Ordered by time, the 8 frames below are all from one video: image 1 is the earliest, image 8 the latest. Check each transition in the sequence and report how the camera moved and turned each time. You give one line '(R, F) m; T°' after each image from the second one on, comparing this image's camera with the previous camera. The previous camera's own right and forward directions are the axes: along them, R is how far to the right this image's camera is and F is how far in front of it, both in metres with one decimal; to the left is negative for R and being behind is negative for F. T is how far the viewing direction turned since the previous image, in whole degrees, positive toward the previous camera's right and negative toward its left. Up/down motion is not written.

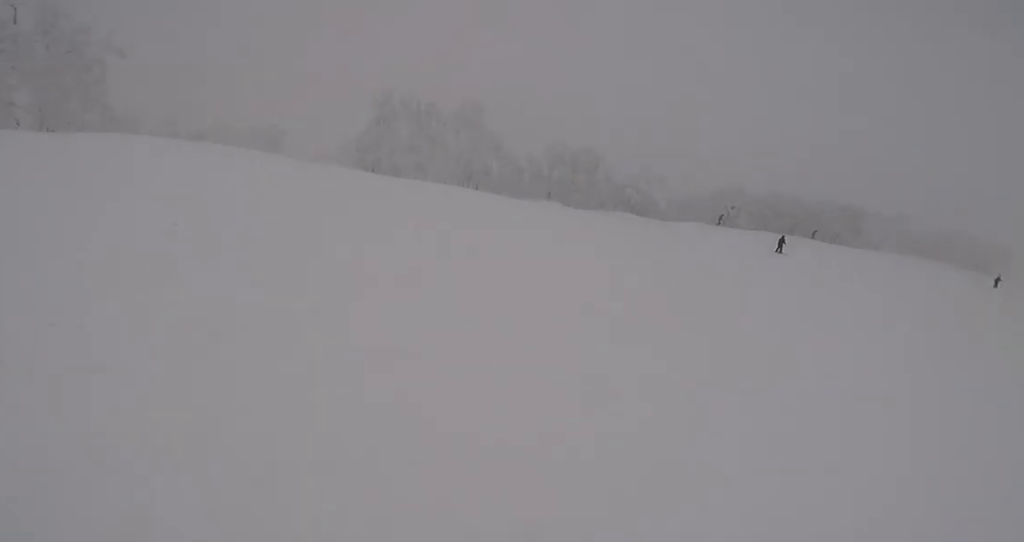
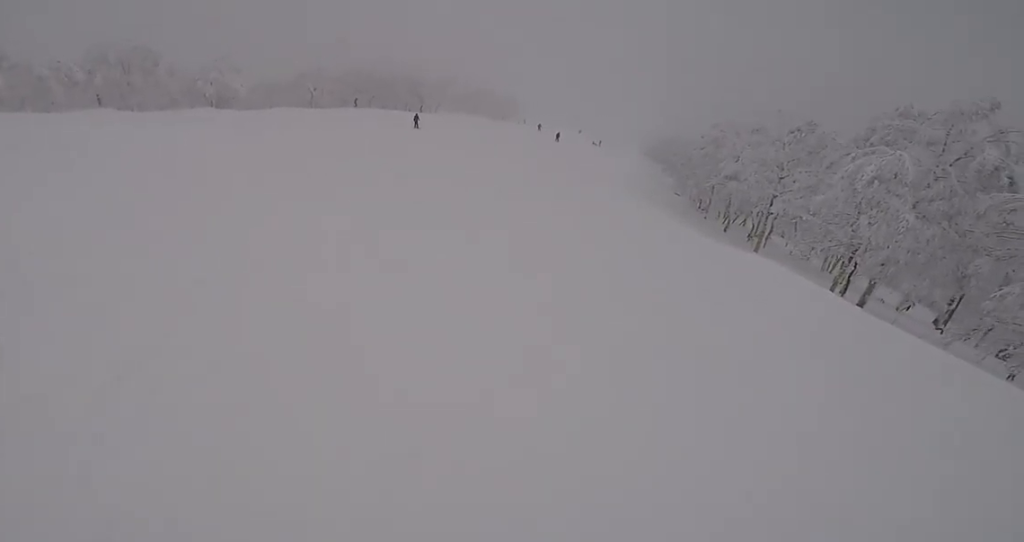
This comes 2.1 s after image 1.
(+0.9, +5.4) m; +10°
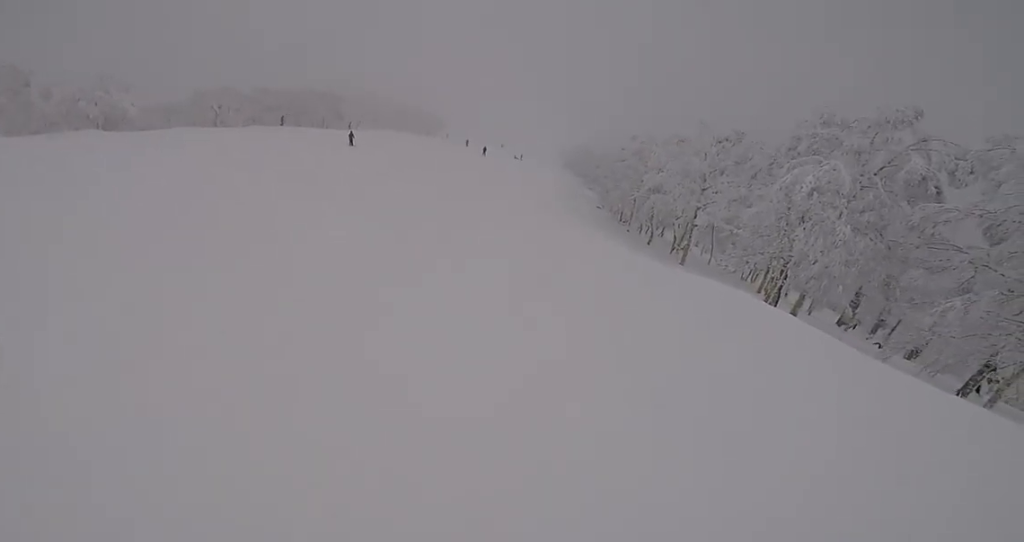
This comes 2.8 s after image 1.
(0.0, +2.6) m; -1°
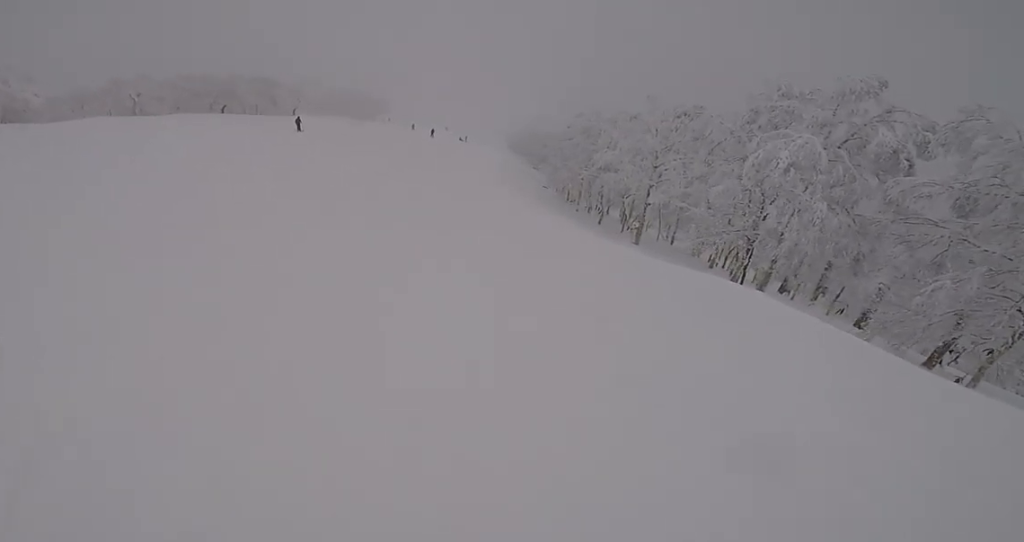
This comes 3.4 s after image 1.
(-0.1, +2.4) m; -1°
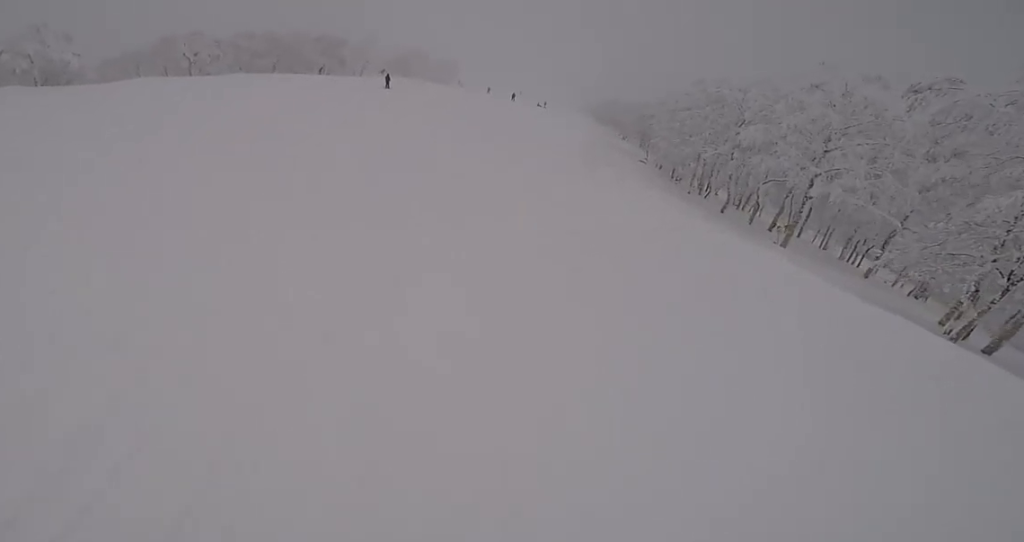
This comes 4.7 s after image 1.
(+0.1, +6.7) m; +1°
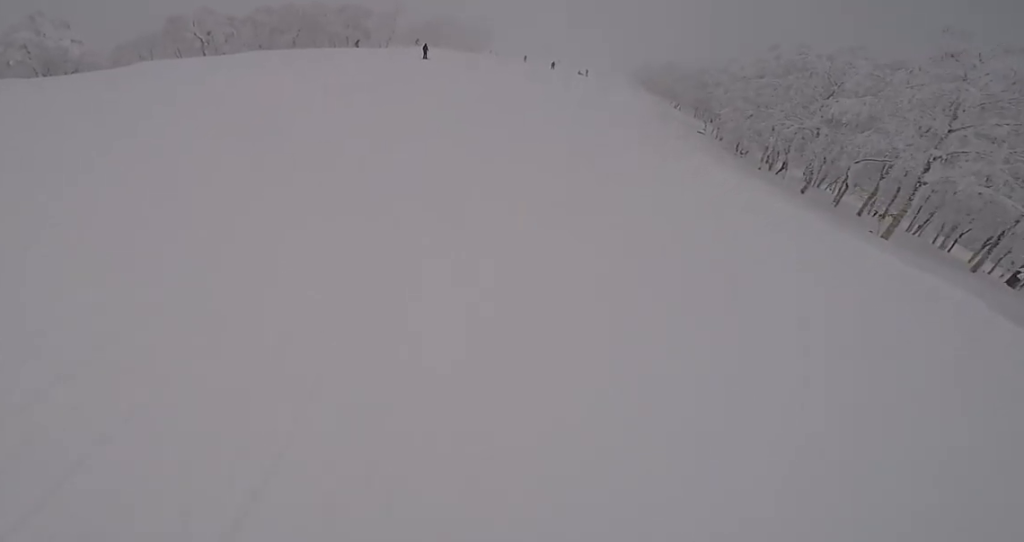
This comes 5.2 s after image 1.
(0.0, +2.8) m; 0°
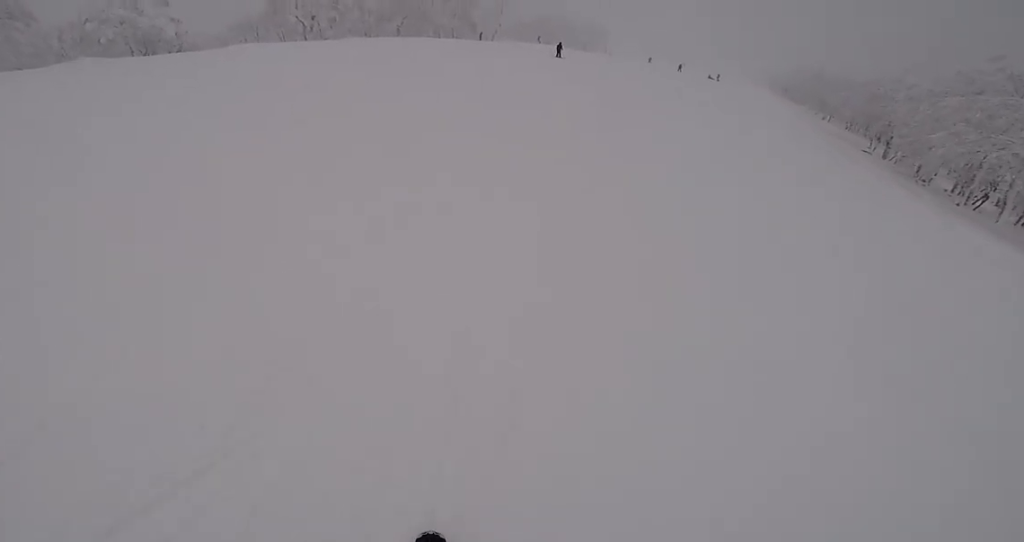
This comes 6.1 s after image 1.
(0.0, +5.3) m; +2°
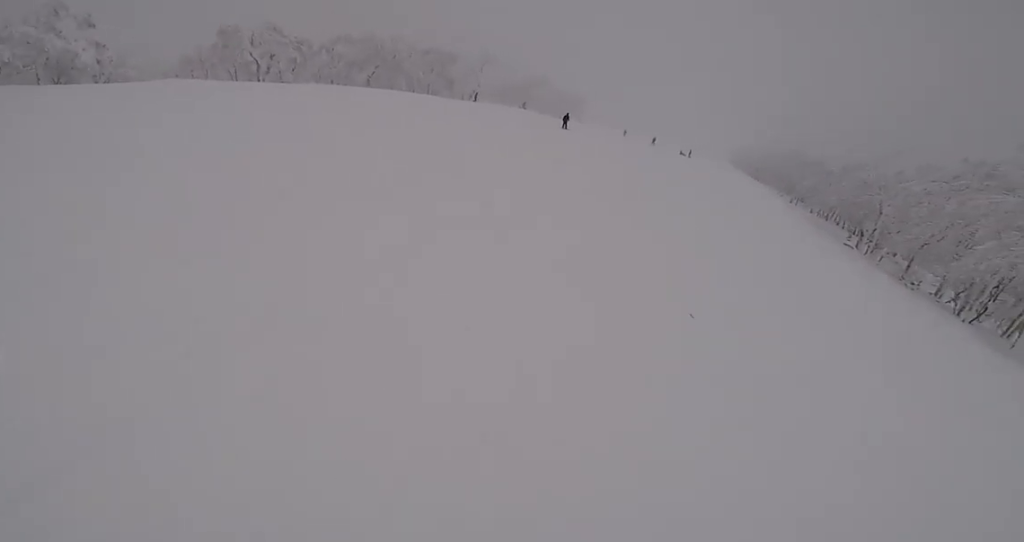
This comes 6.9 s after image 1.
(+0.1, +5.1) m; +3°
